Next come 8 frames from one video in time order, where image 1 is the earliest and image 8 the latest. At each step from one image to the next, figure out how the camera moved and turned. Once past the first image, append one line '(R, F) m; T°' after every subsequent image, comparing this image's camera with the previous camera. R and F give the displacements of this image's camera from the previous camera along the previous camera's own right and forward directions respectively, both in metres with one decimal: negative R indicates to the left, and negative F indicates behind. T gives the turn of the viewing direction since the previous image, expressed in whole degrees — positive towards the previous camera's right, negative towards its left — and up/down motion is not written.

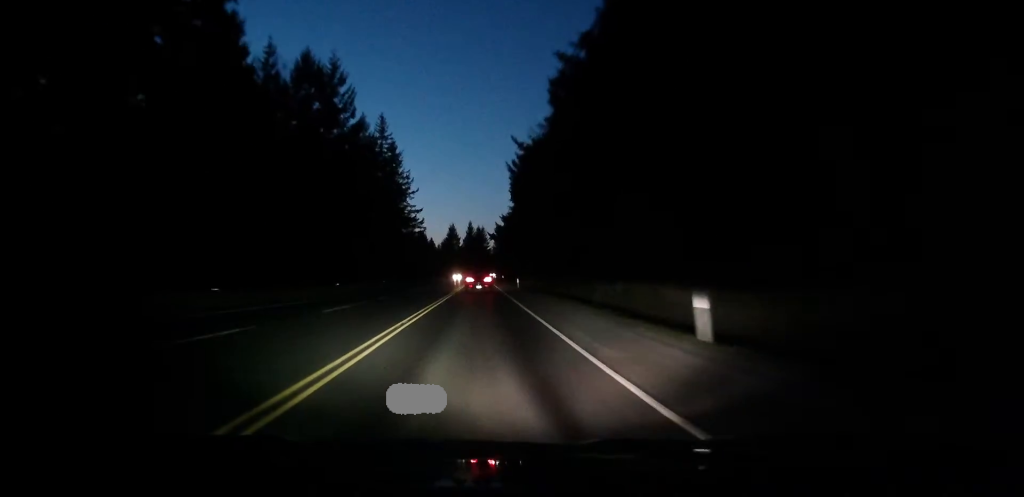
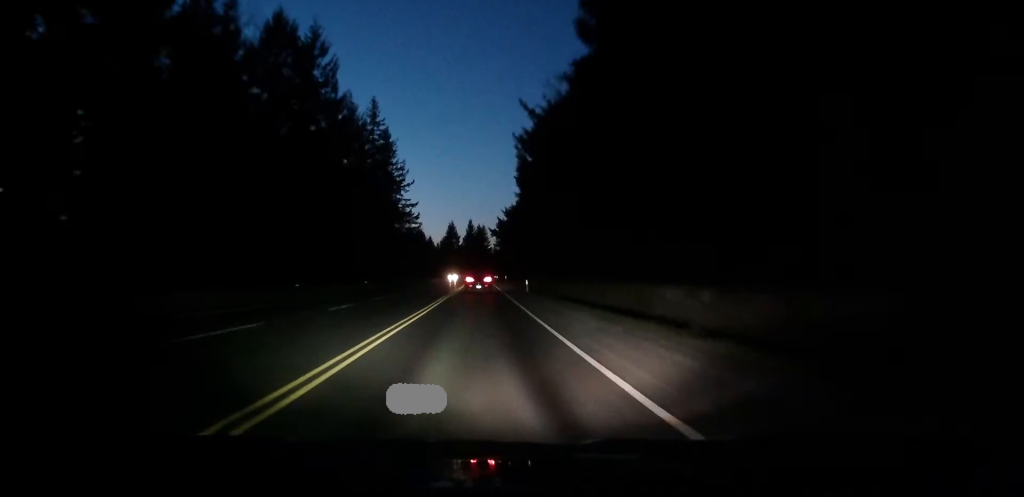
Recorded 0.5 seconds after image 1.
(0.0, +12.0) m; 0°
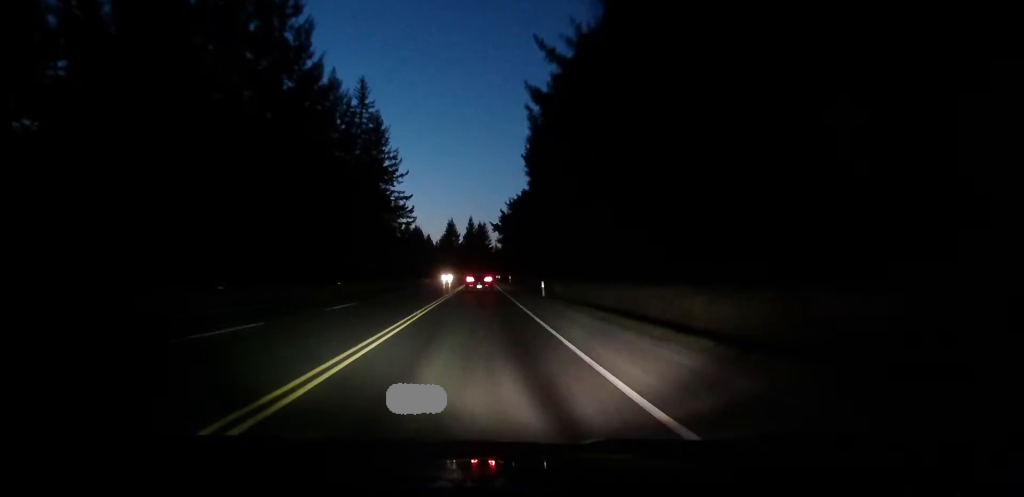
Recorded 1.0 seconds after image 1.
(0.0, +12.7) m; 0°
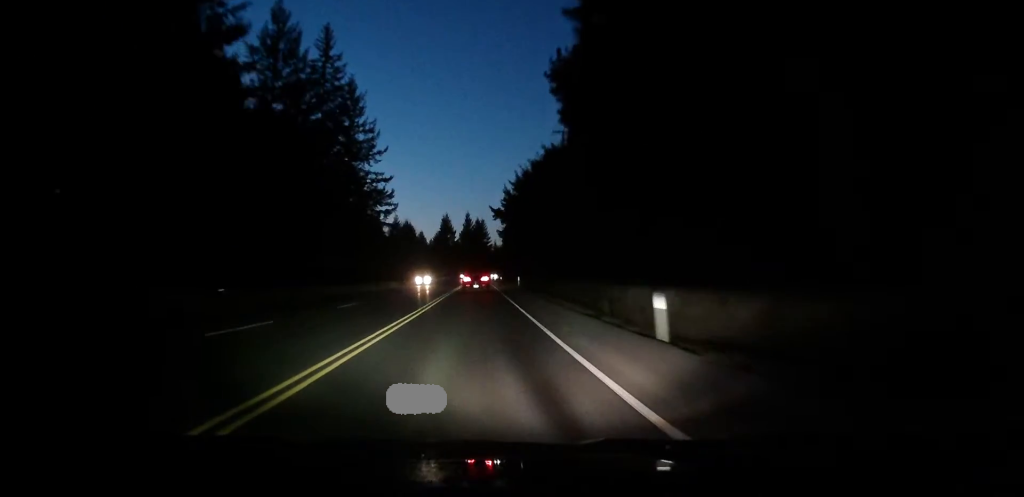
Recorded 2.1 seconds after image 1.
(0.0, +24.4) m; 0°
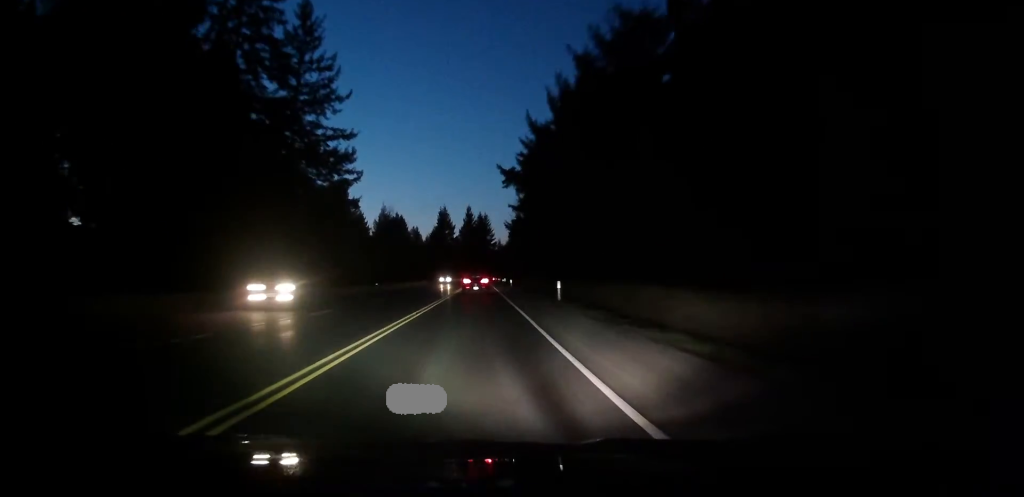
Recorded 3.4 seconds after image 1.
(+0.3, +31.0) m; 0°
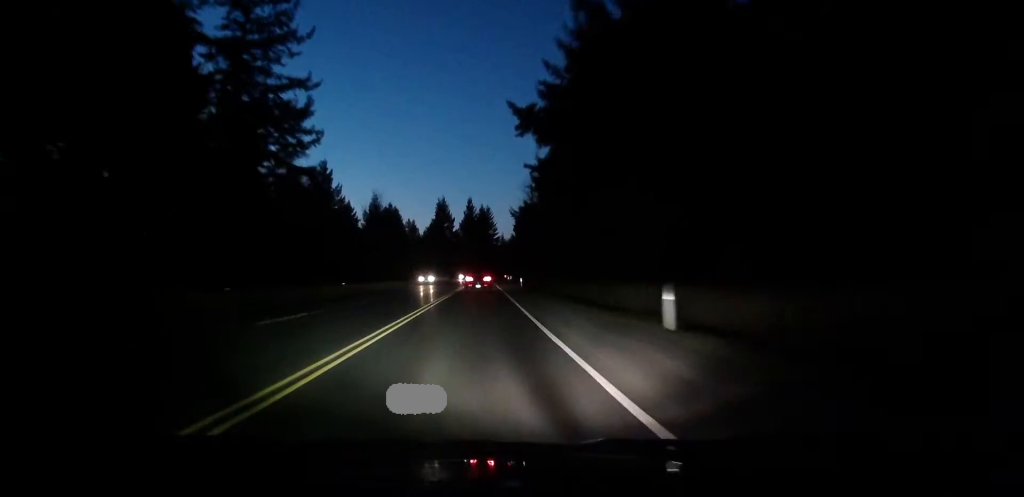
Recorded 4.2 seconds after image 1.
(-0.2, +17.7) m; -1°
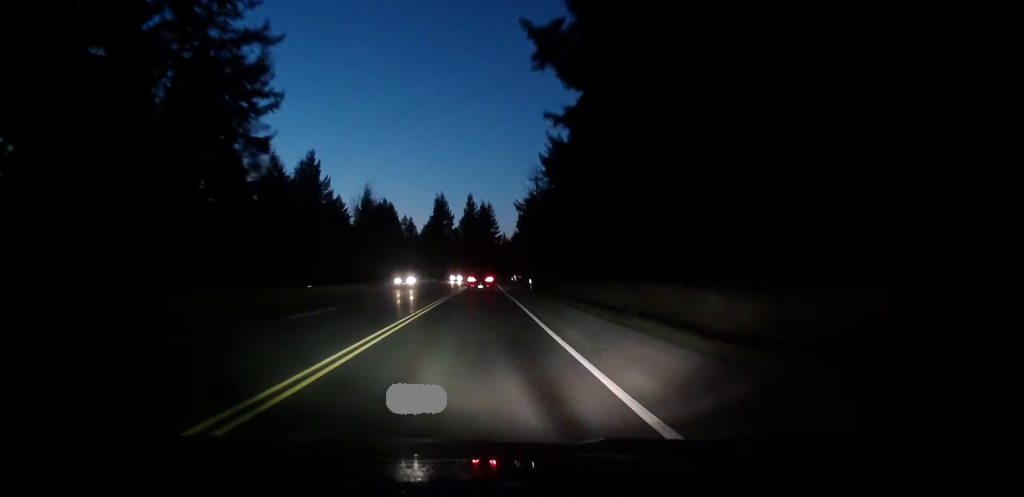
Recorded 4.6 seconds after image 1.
(-0.2, +10.8) m; -1°
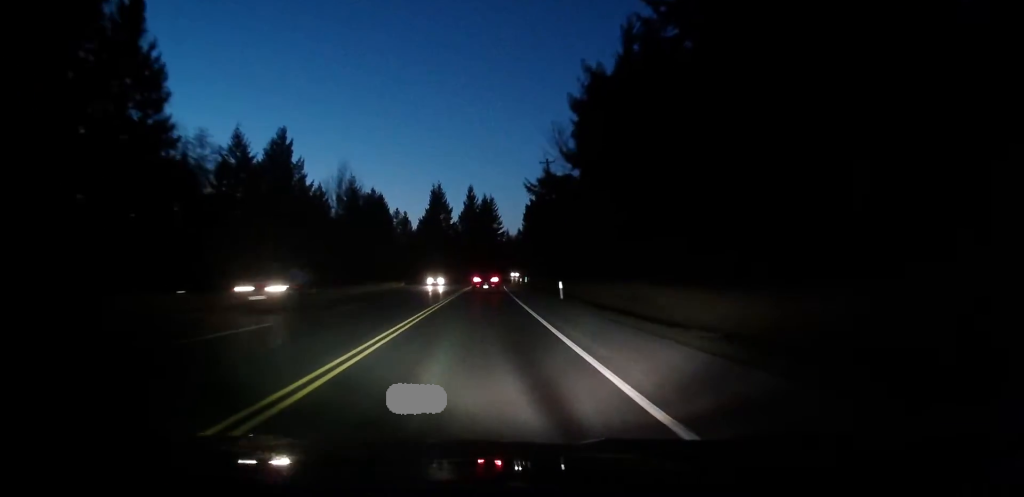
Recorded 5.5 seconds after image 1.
(0.0, +19.4) m; 0°
